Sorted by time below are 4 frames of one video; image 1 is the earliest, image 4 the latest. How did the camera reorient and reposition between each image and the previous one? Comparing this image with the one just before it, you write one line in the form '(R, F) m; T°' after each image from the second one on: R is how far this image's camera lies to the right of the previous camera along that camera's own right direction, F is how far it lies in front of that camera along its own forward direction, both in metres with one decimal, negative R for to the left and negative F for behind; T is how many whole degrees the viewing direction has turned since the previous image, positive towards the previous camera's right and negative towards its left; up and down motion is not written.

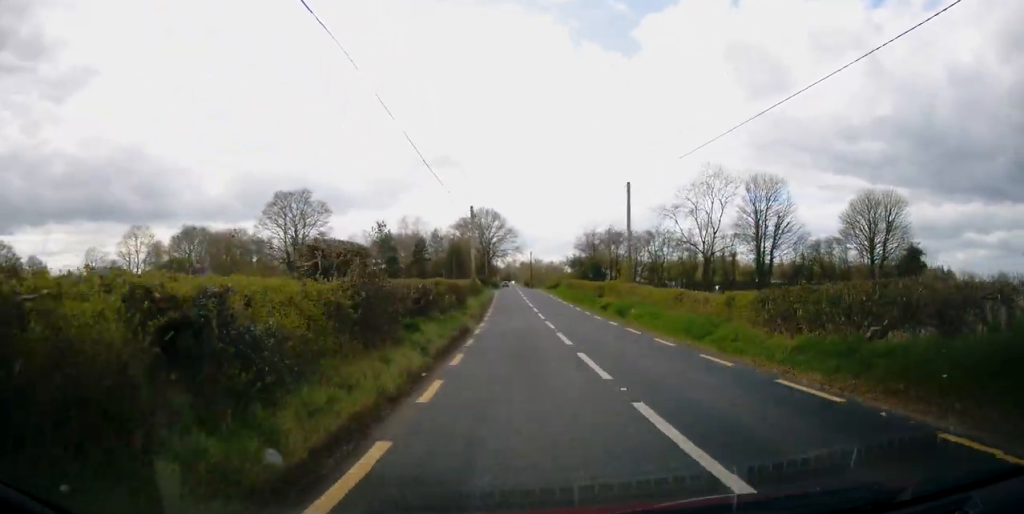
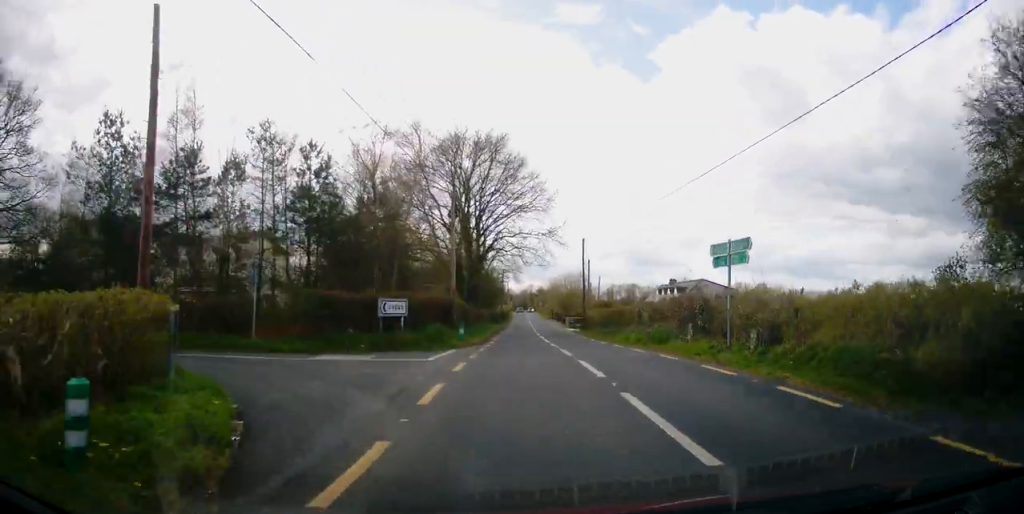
(+0.1, +67.5) m; -1°
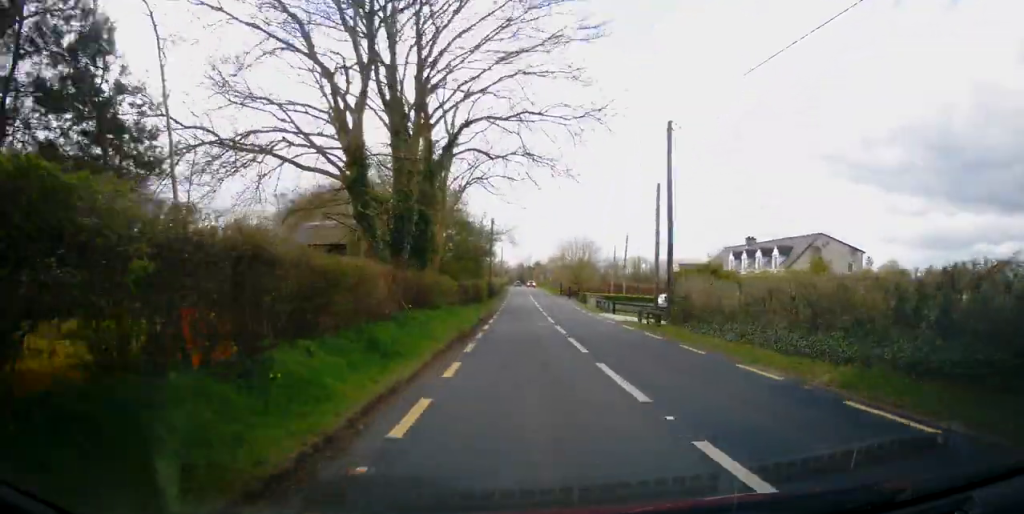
(-0.5, +26.6) m; -1°
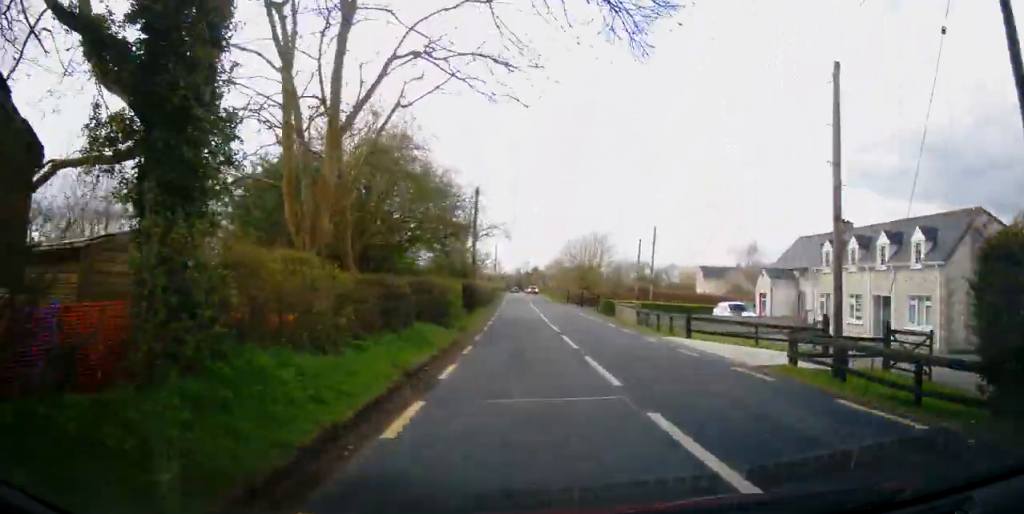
(+0.1, +16.0) m; 0°
